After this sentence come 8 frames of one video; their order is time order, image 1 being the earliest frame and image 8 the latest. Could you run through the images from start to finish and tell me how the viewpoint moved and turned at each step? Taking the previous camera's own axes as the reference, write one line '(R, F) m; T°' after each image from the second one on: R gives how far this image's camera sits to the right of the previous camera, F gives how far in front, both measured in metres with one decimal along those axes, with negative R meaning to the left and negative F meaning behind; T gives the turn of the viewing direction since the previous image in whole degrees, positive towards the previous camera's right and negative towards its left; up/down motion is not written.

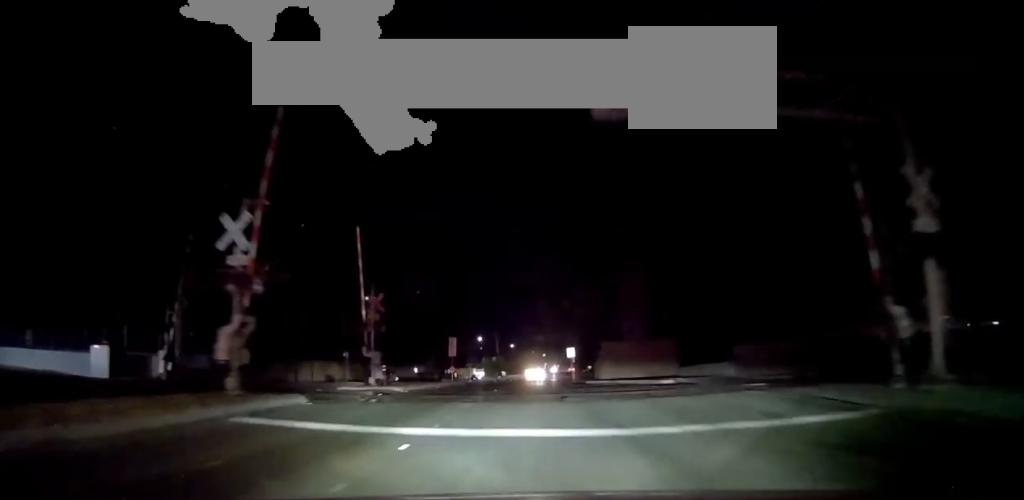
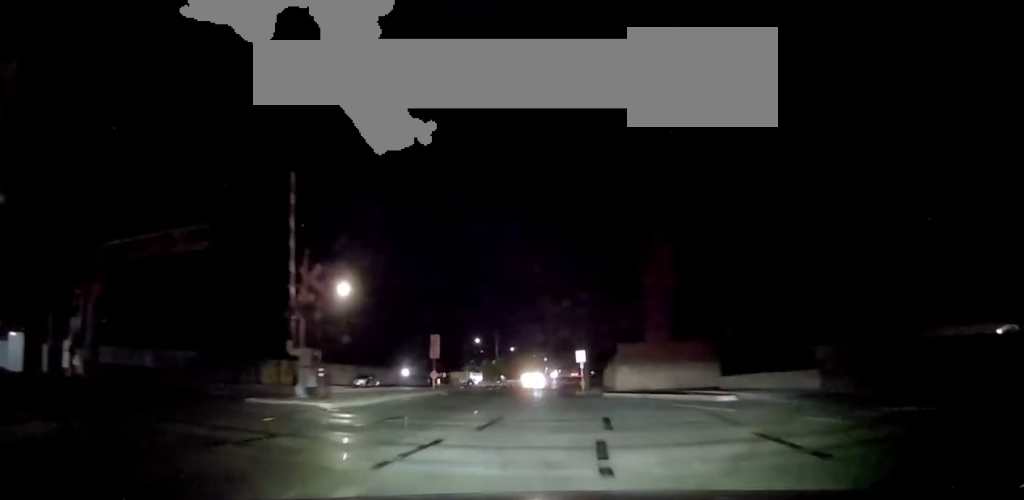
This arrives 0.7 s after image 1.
(0.0, +9.2) m; -1°
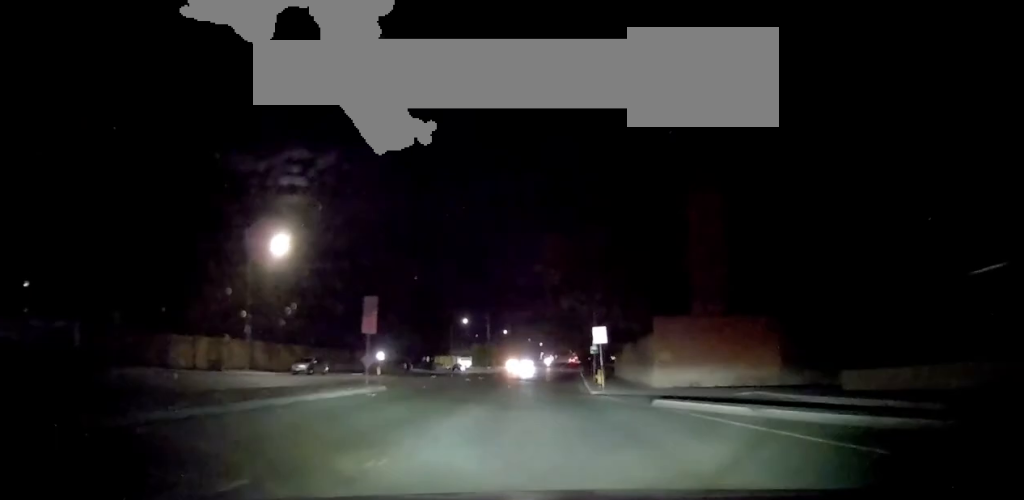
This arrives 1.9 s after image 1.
(-0.2, +14.3) m; 0°
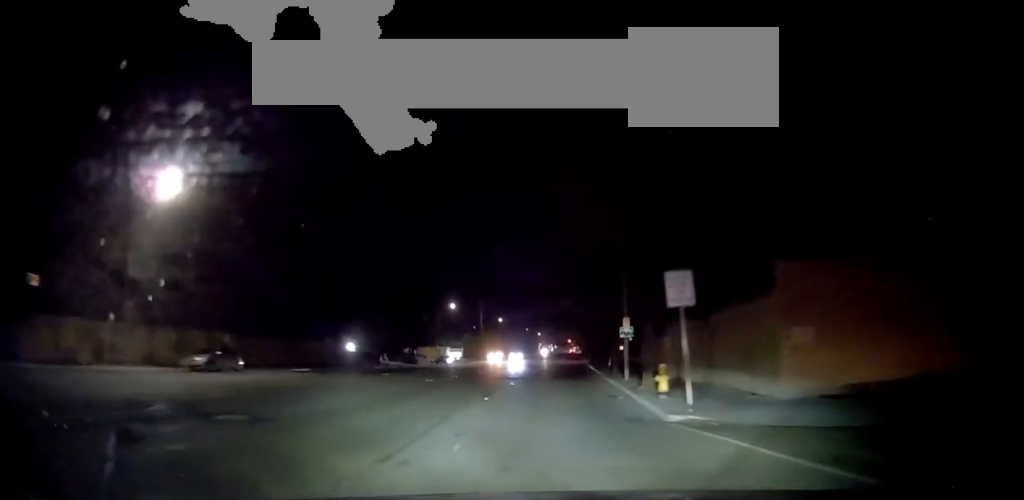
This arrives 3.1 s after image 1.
(+0.1, +14.7) m; -1°
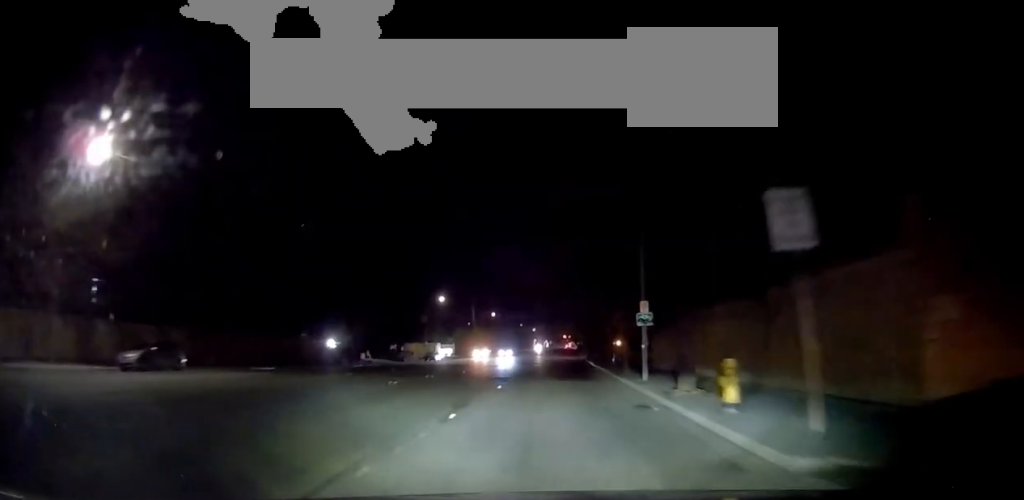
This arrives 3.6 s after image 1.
(-0.1, +5.7) m; -1°
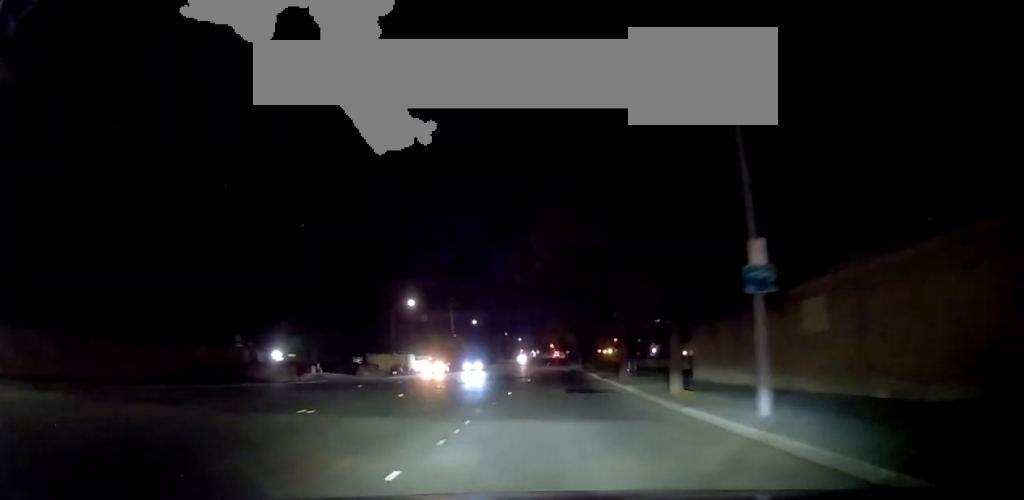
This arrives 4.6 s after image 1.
(0.0, +12.2) m; +1°
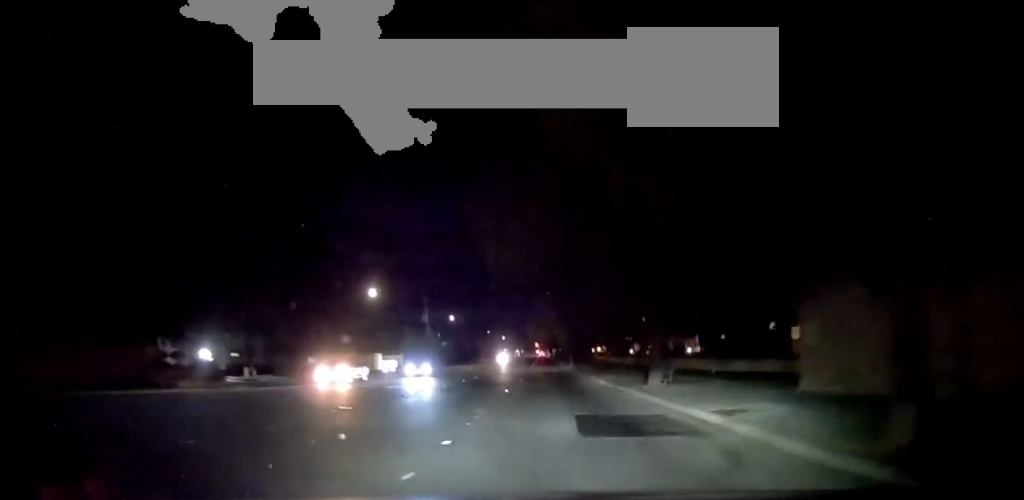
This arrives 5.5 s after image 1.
(+0.3, +11.4) m; 0°
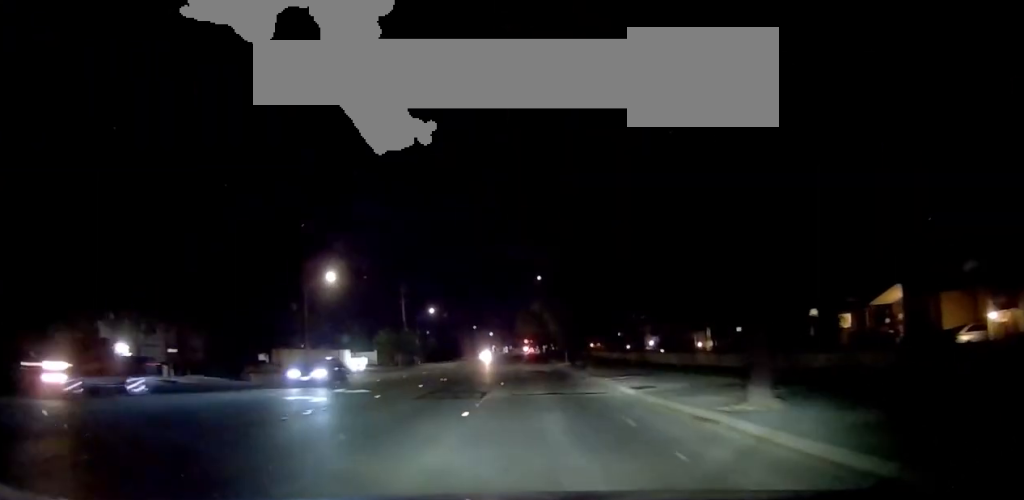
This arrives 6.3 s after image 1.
(-0.2, +10.3) m; 0°
